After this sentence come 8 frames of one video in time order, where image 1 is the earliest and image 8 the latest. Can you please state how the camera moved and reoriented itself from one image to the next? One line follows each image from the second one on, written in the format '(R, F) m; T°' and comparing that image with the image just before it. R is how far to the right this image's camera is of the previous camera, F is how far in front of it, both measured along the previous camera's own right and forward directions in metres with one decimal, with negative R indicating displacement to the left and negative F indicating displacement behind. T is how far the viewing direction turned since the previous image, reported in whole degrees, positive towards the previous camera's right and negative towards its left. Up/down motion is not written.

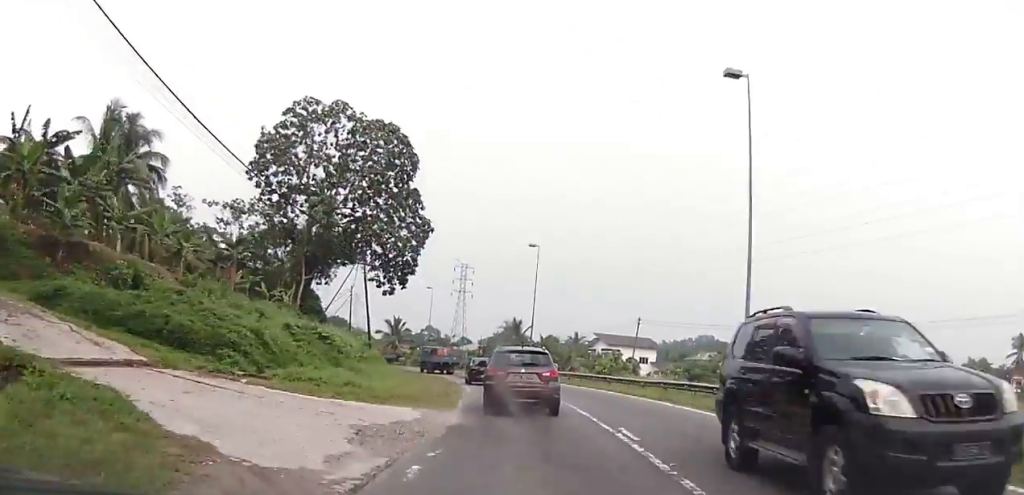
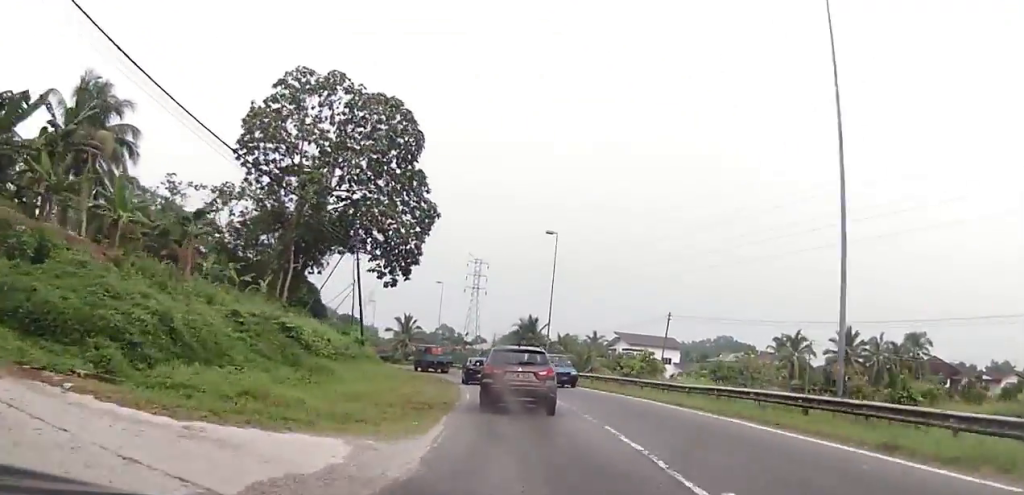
(-0.1, +6.9) m; -1°
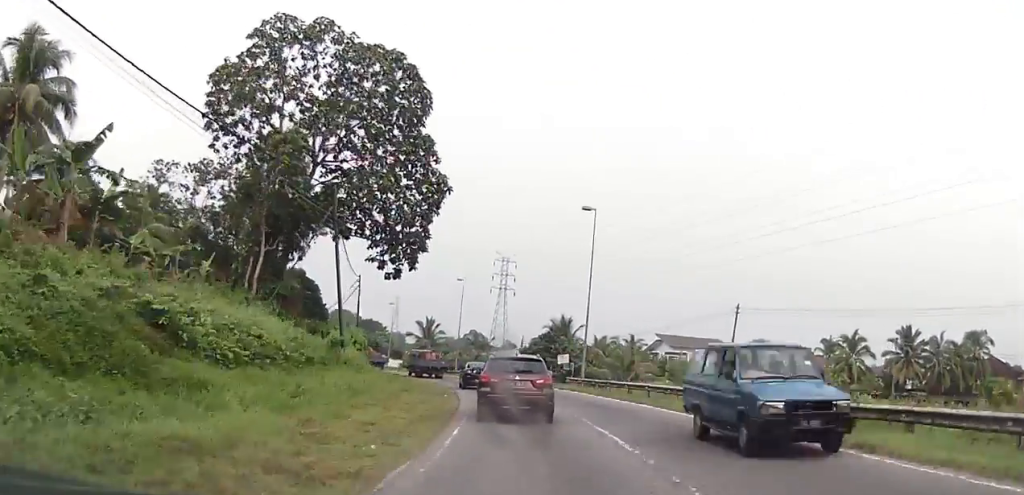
(-0.1, +11.2) m; -3°
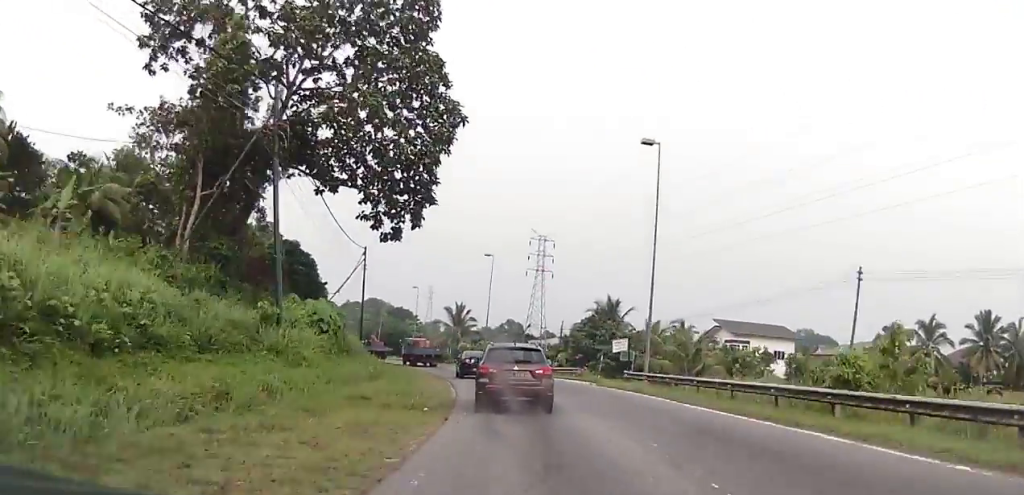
(-0.6, +12.7) m; -4°
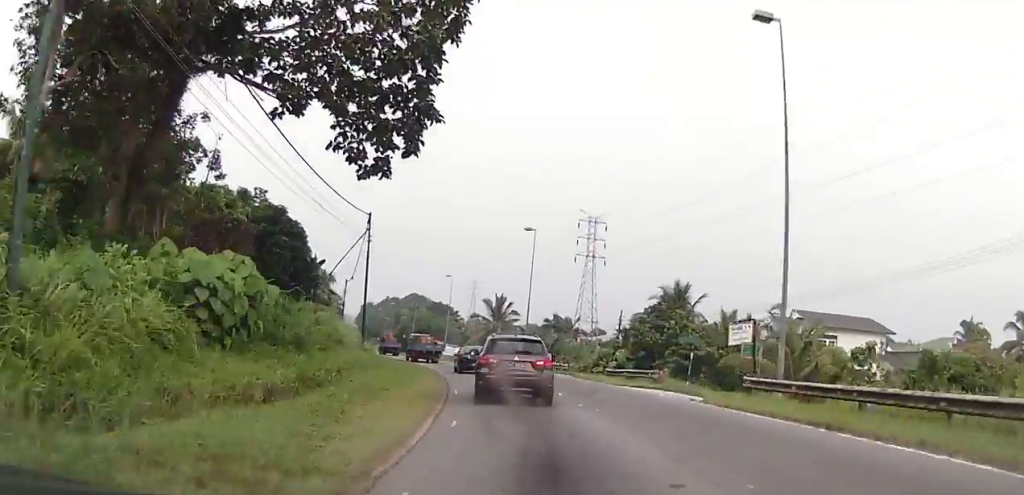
(-0.4, +13.7) m; -4°
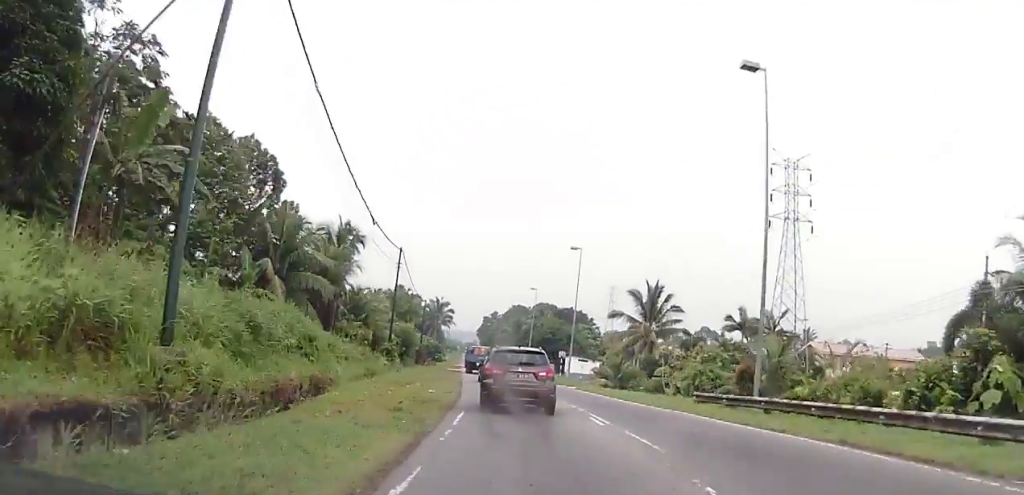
(-3.5, +36.7) m; -9°
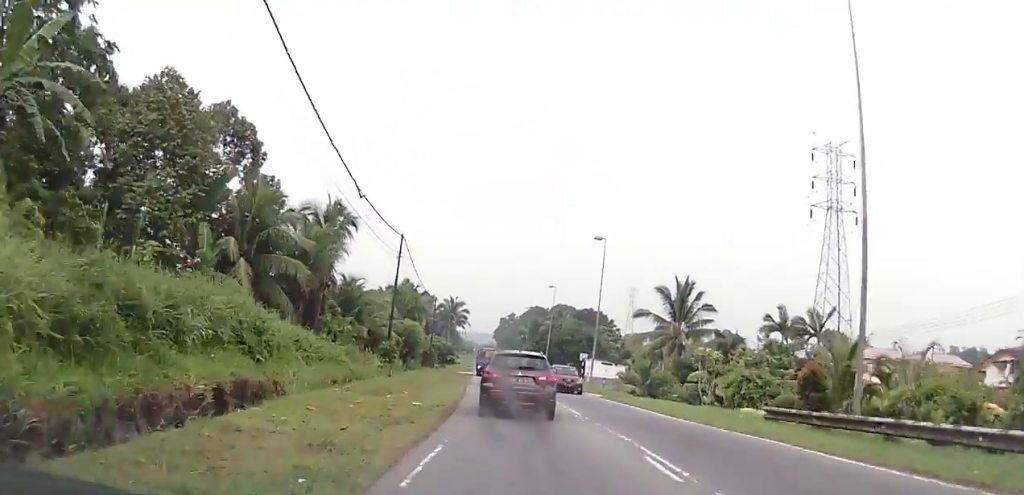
(-0.1, +6.4) m; -2°
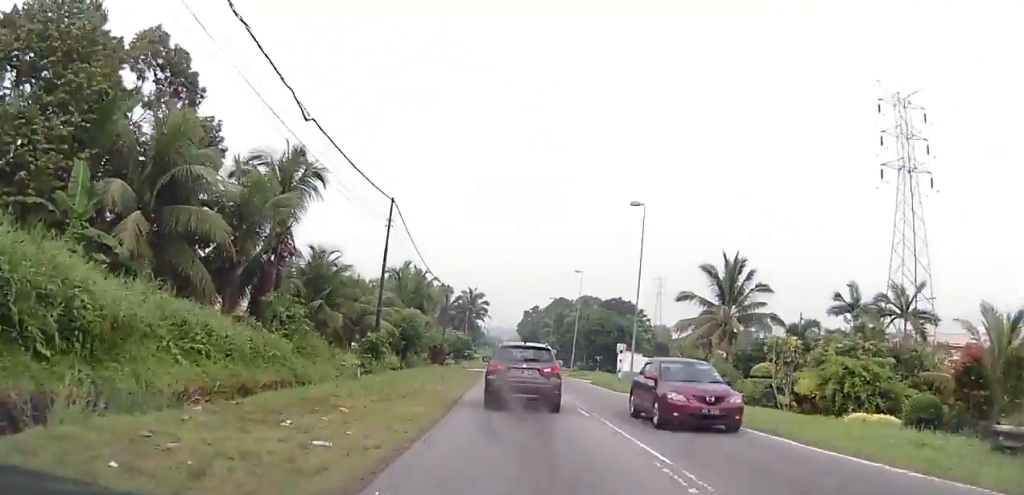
(-0.1, +9.8) m; -3°
